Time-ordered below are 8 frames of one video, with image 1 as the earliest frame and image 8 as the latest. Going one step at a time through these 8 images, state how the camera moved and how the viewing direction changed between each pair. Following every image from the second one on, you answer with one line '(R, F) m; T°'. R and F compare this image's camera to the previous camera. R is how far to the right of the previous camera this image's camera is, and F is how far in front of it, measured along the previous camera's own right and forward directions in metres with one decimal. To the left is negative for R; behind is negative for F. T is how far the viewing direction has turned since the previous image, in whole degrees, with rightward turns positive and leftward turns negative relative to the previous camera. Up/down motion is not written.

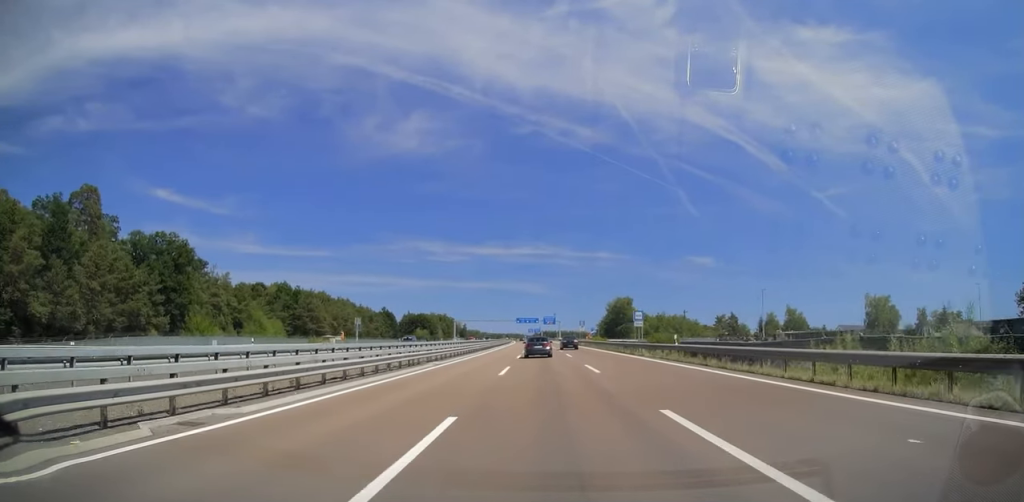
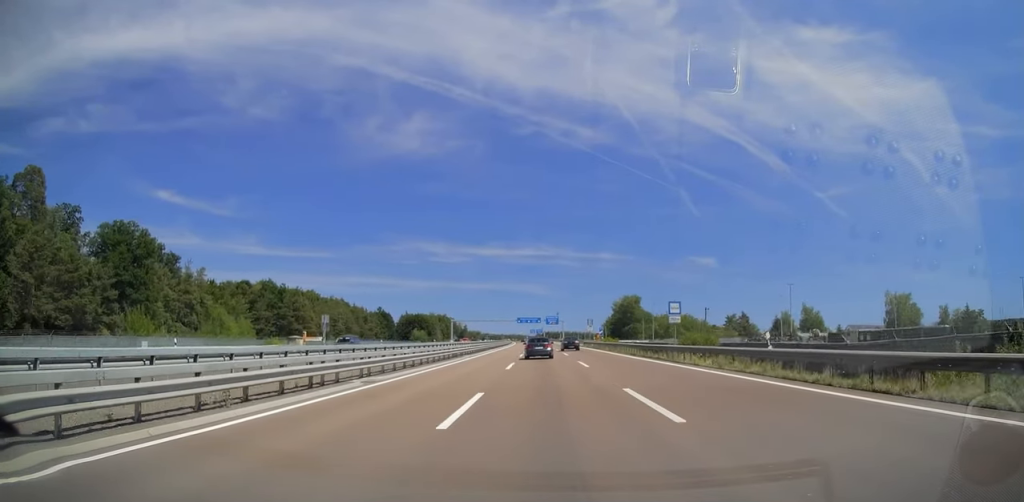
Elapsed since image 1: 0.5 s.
(0.0, +13.0) m; 0°
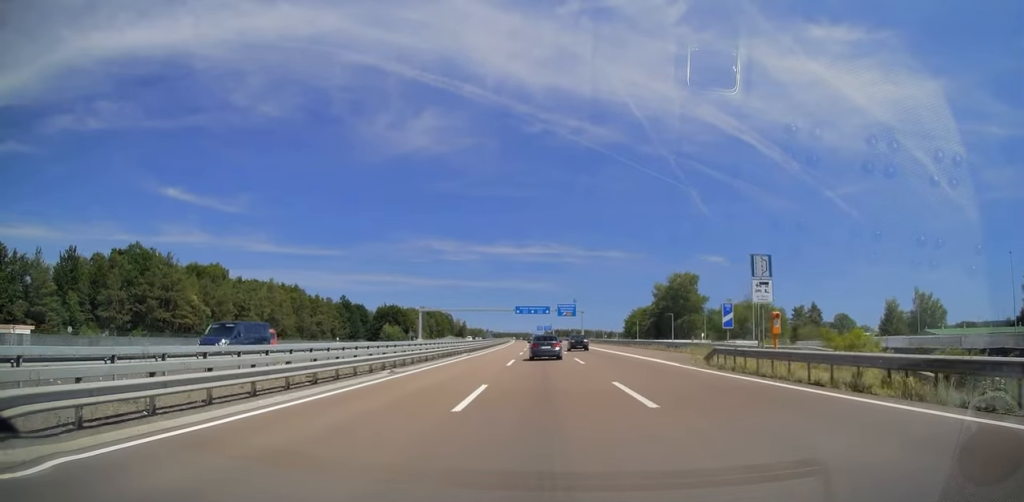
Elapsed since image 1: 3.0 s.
(-0.8, +69.8) m; -2°
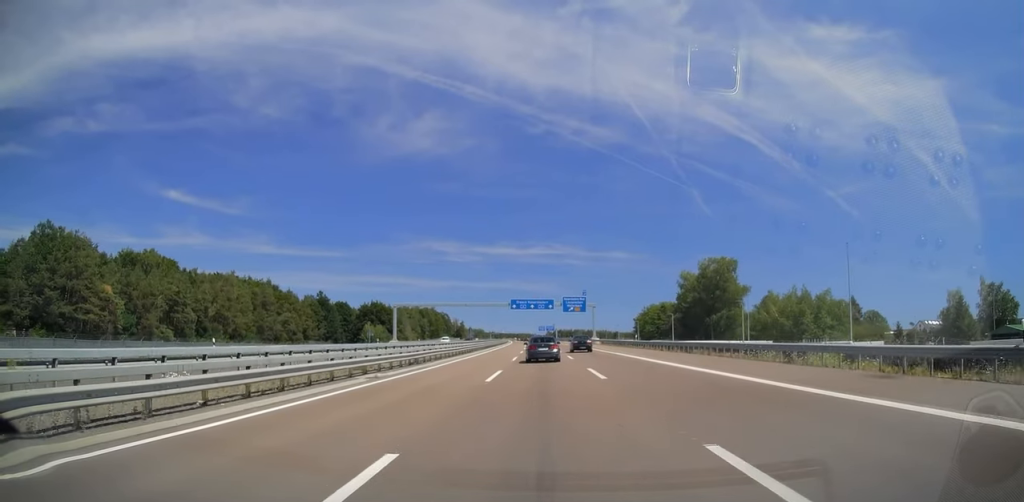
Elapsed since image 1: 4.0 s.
(+0.4, +28.8) m; +1°
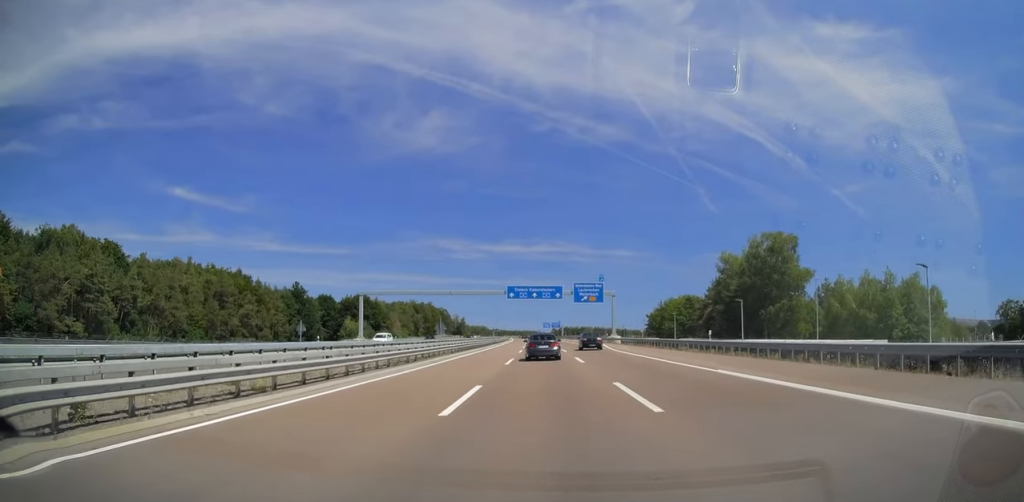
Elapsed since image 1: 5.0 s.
(-0.1, +27.3) m; 0°
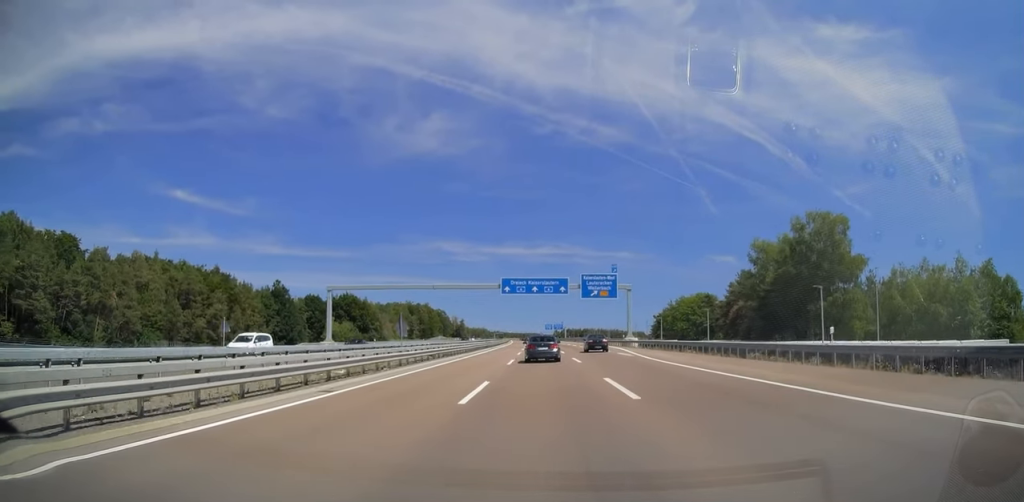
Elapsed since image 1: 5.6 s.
(0.0, +16.0) m; 0°
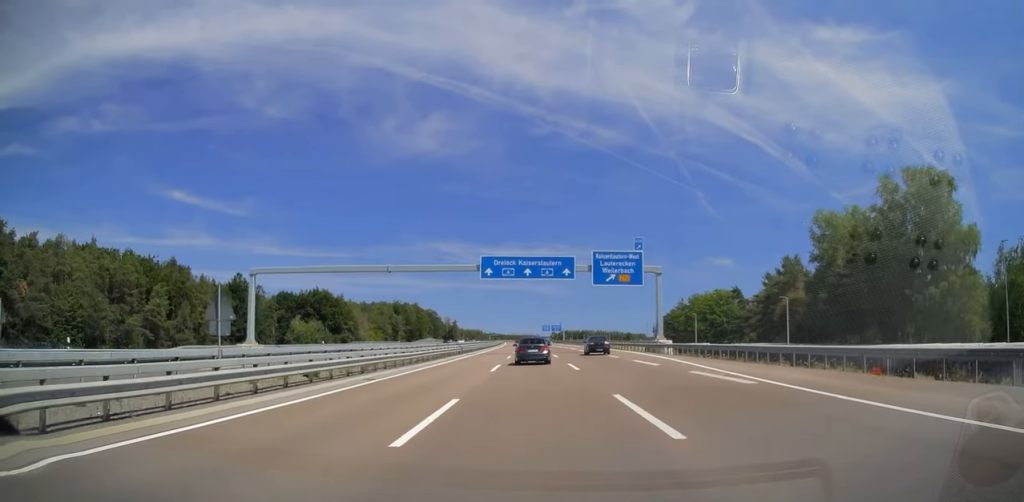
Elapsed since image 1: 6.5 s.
(0.0, +23.0) m; 0°
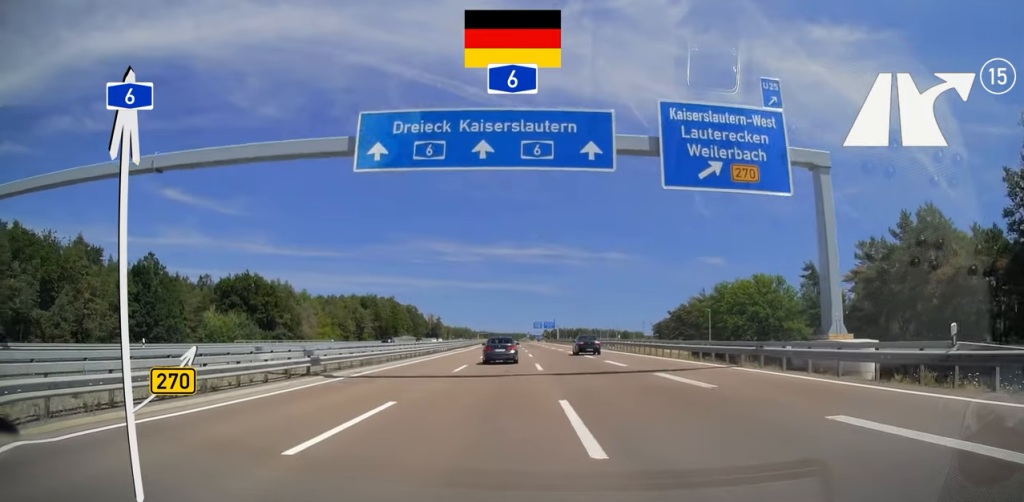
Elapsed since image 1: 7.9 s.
(-0.1, +36.7) m; 0°
